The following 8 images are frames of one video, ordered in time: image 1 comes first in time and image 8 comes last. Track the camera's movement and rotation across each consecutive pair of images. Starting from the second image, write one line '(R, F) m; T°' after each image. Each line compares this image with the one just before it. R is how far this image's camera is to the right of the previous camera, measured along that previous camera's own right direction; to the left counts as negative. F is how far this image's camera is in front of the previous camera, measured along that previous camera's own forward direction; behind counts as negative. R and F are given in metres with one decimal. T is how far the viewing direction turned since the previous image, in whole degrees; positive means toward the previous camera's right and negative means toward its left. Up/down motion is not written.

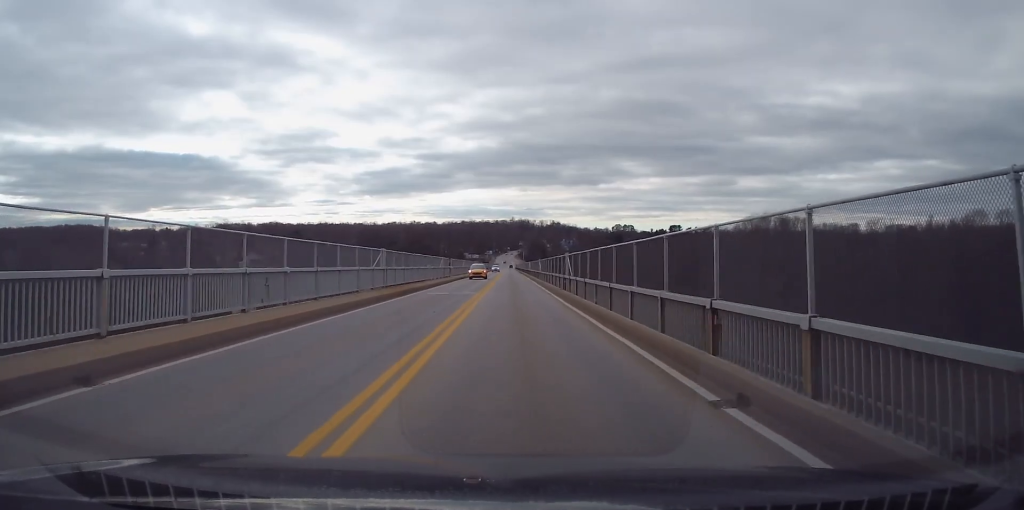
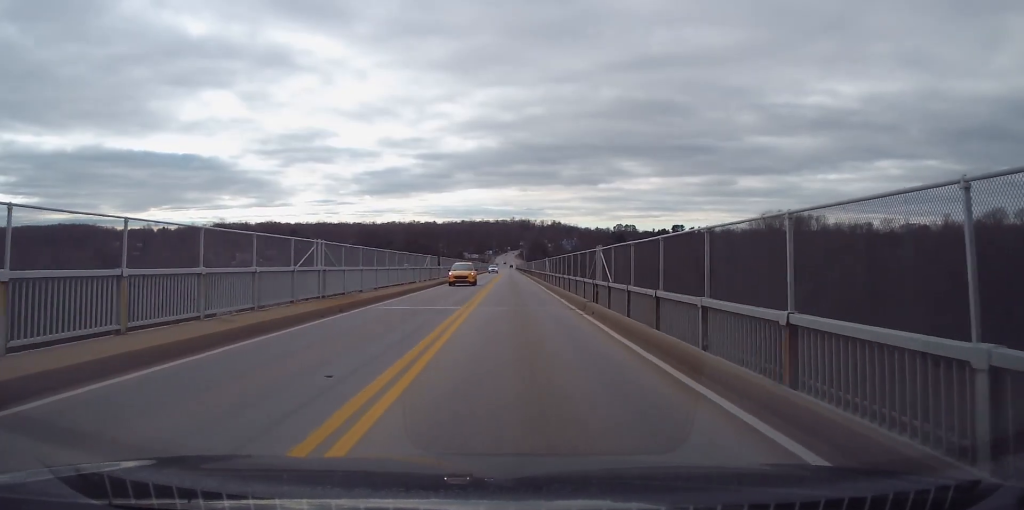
(-0.5, +11.5) m; 0°
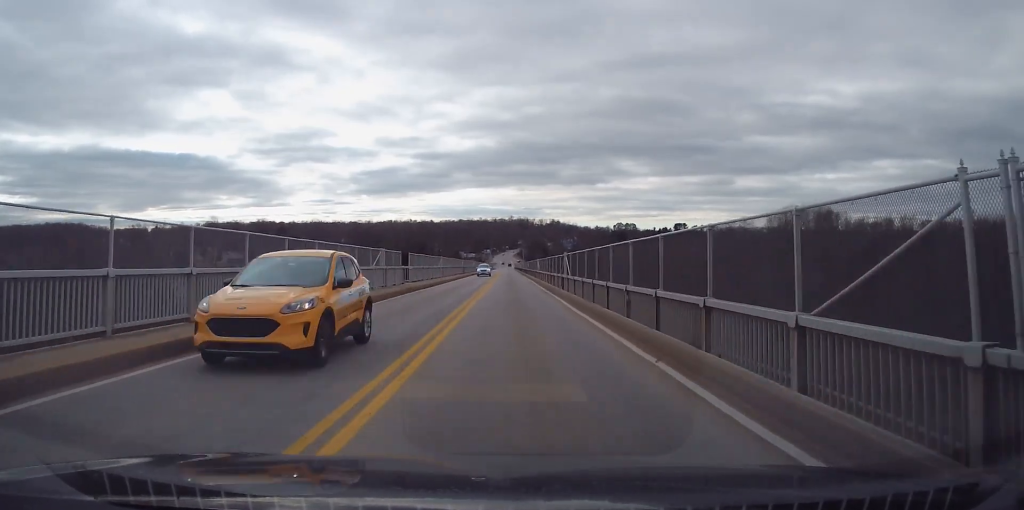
(+0.1, +18.4) m; +1°
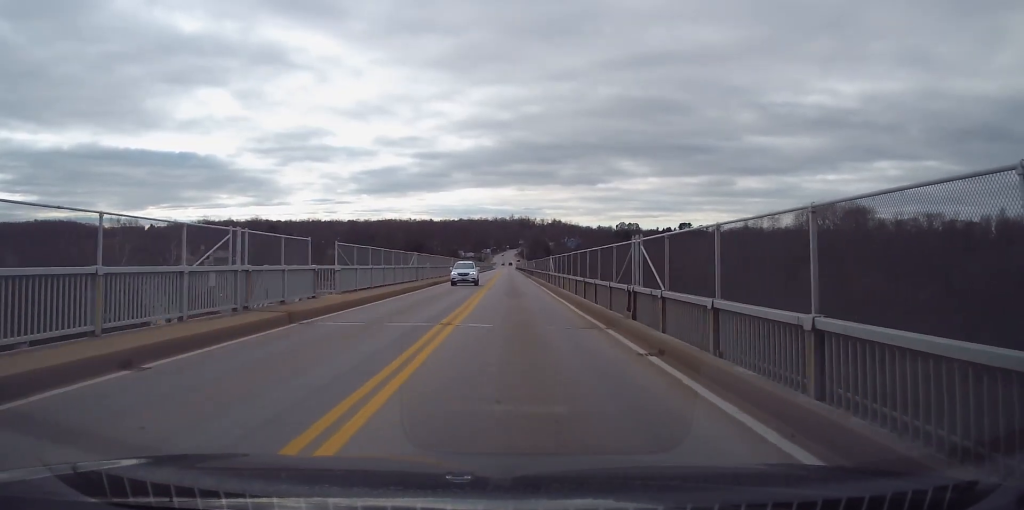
(+0.5, +19.3) m; +1°
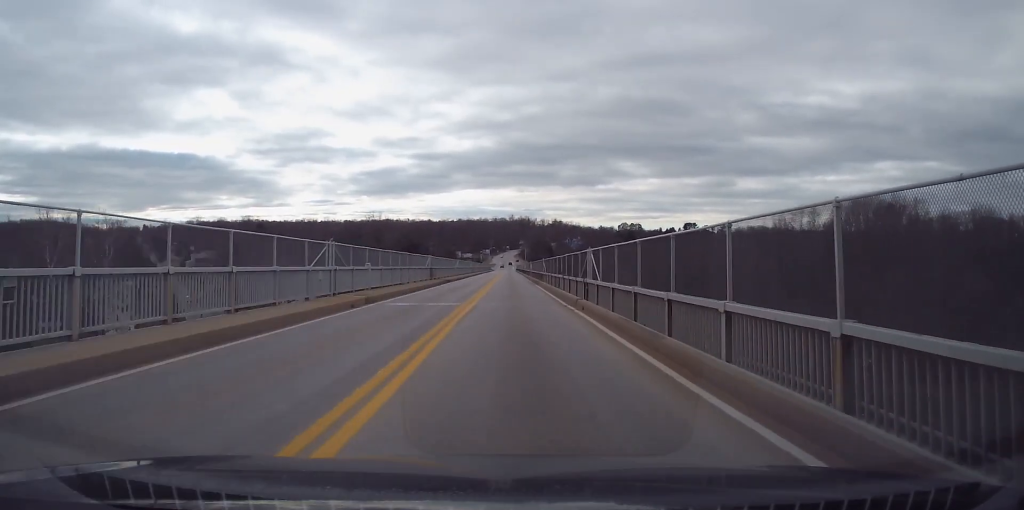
(-0.1, +21.8) m; -1°
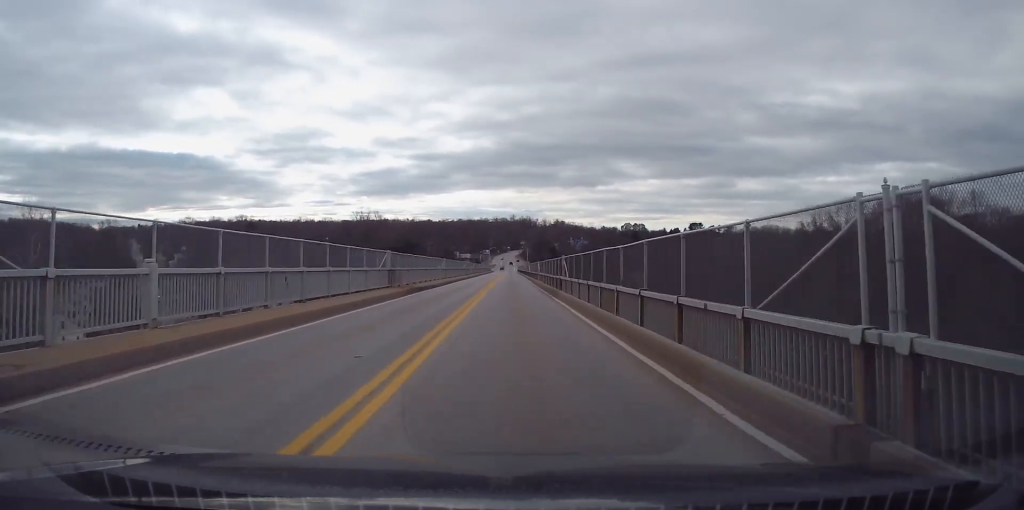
(-0.4, +18.9) m; -1°
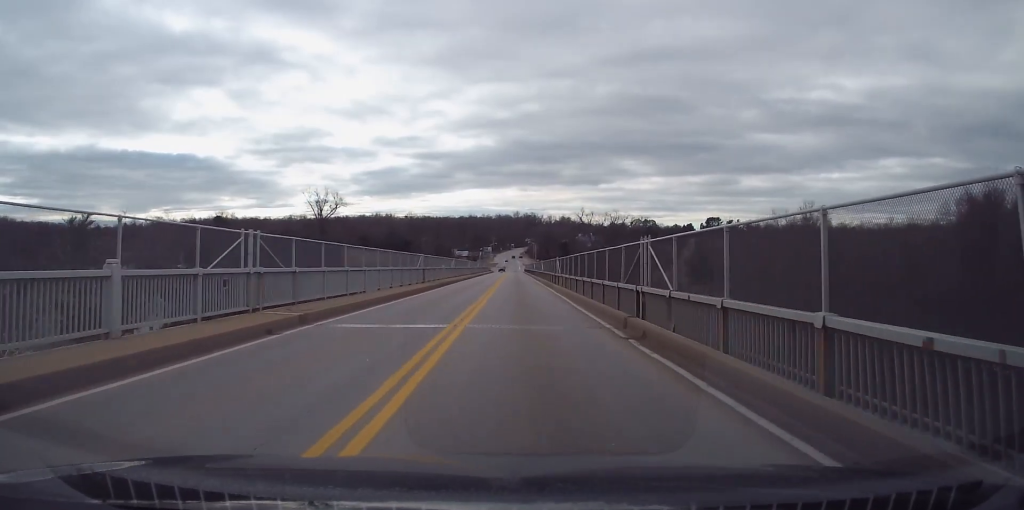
(+0.9, +50.4) m; +2°
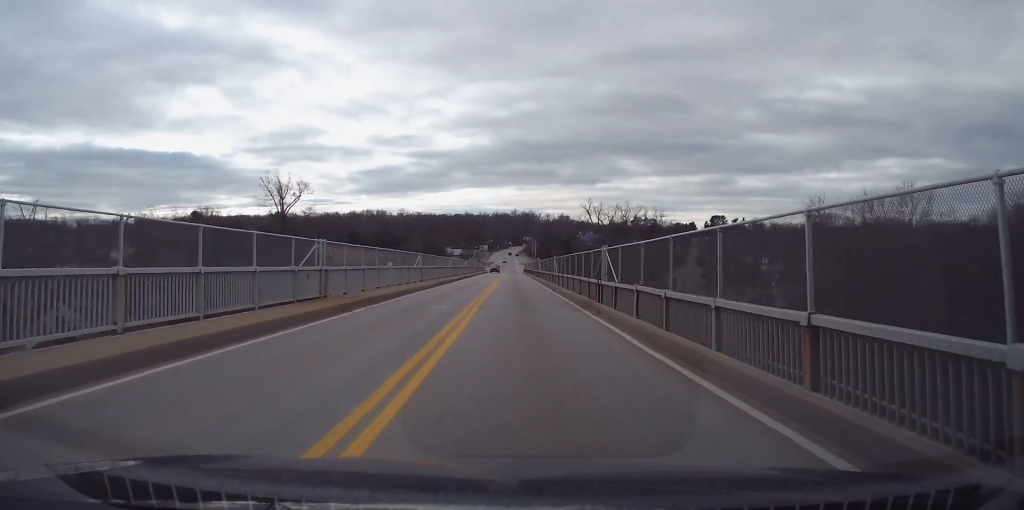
(+0.1, +24.3) m; -1°
